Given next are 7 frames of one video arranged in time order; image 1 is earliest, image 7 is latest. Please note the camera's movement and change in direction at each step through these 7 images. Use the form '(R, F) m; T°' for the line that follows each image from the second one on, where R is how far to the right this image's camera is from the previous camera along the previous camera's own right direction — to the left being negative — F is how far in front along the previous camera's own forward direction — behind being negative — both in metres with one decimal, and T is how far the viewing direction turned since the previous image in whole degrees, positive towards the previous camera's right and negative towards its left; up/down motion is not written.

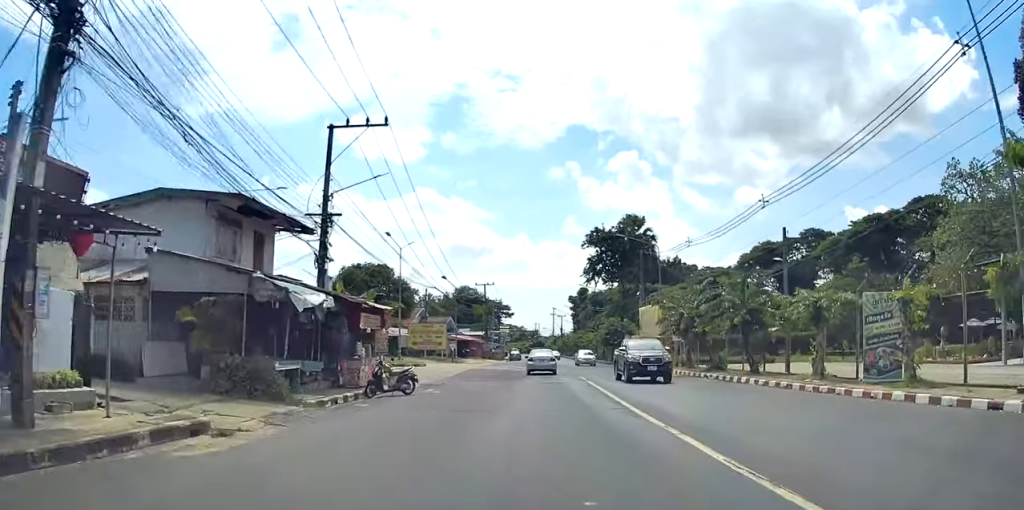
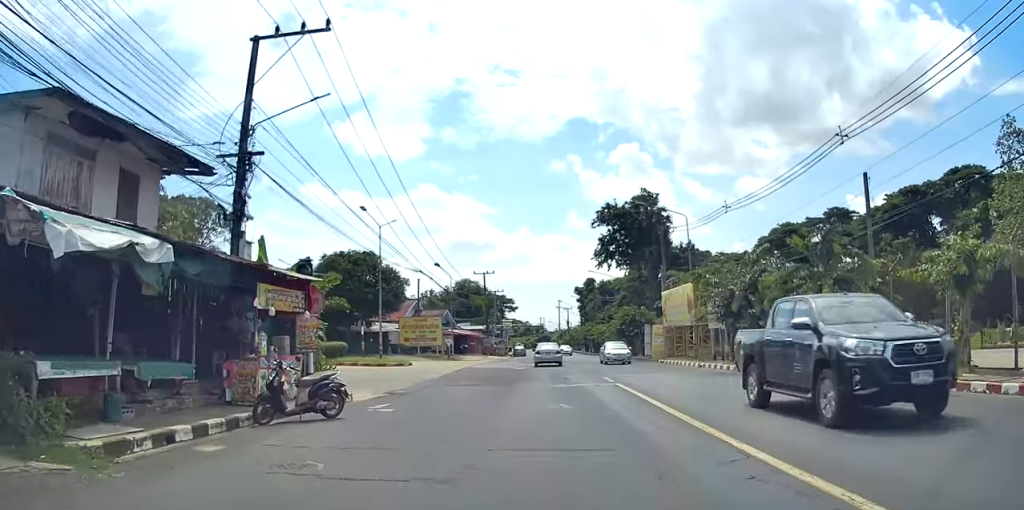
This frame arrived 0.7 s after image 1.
(+0.1, +7.6) m; +1°
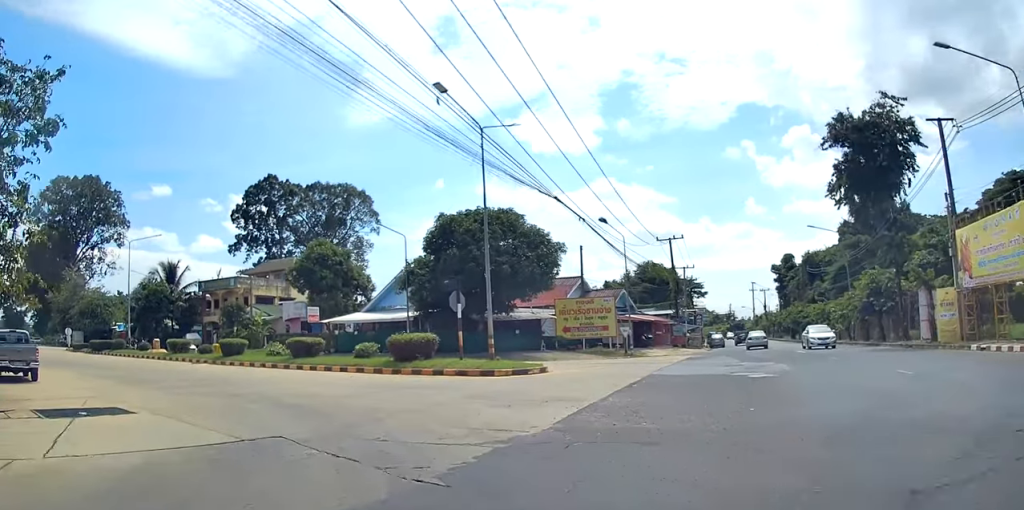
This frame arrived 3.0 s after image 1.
(-0.4, +21.2) m; -10°
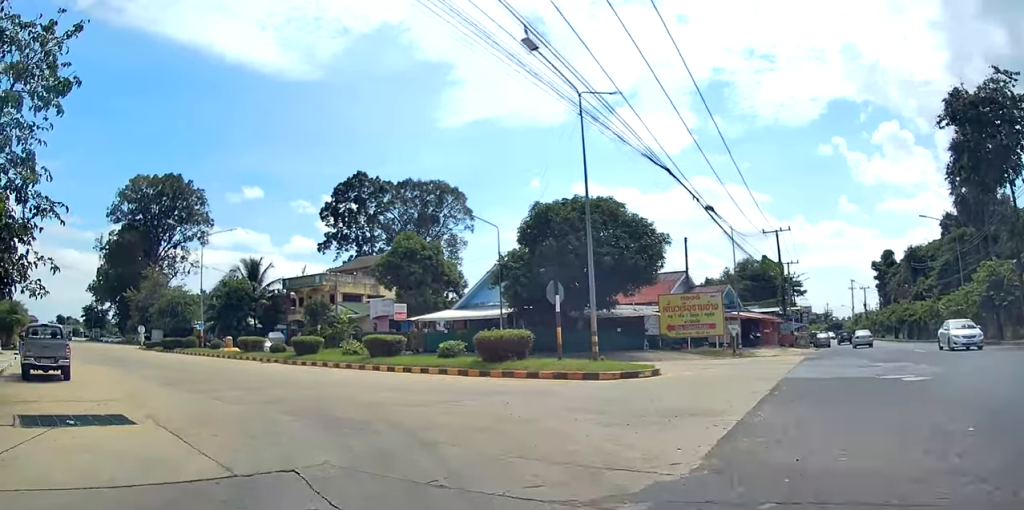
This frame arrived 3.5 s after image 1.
(-0.3, +3.5) m; -8°
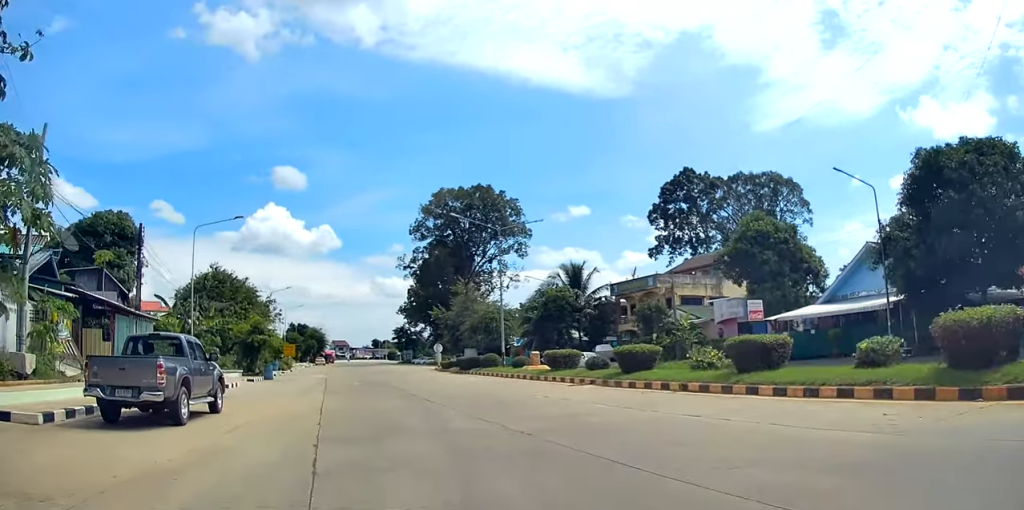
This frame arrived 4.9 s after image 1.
(-2.5, +10.5) m; -33°
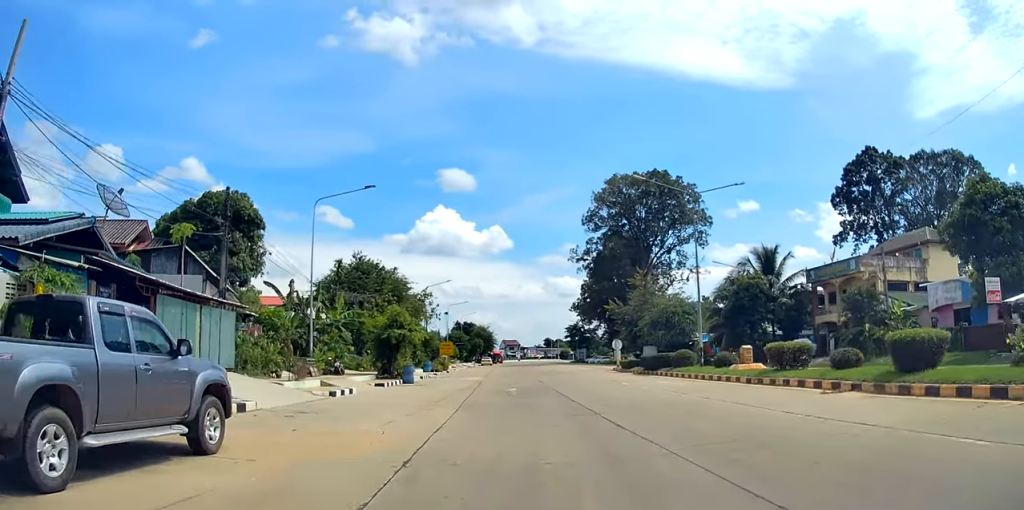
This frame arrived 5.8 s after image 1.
(-1.6, +7.1) m; -21°
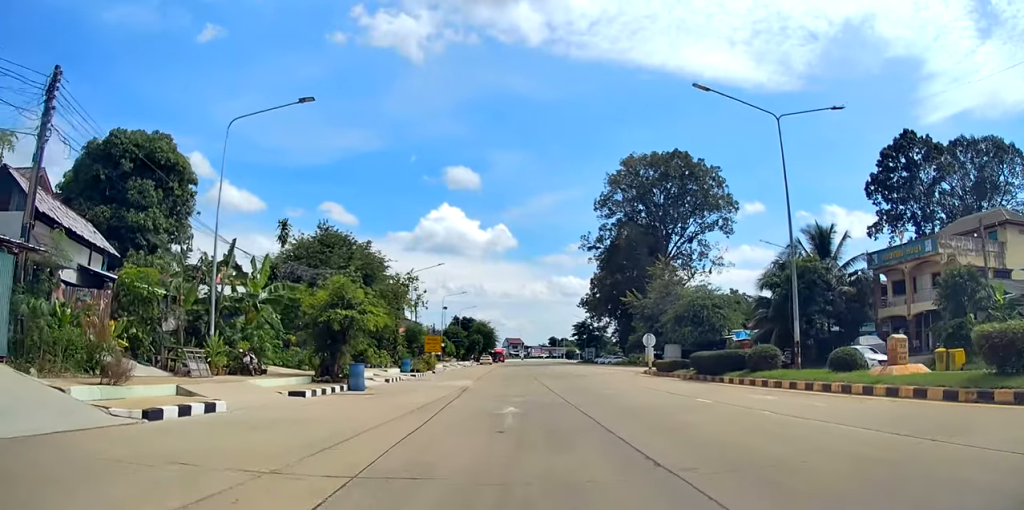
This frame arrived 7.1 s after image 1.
(-1.7, +10.3) m; -5°
